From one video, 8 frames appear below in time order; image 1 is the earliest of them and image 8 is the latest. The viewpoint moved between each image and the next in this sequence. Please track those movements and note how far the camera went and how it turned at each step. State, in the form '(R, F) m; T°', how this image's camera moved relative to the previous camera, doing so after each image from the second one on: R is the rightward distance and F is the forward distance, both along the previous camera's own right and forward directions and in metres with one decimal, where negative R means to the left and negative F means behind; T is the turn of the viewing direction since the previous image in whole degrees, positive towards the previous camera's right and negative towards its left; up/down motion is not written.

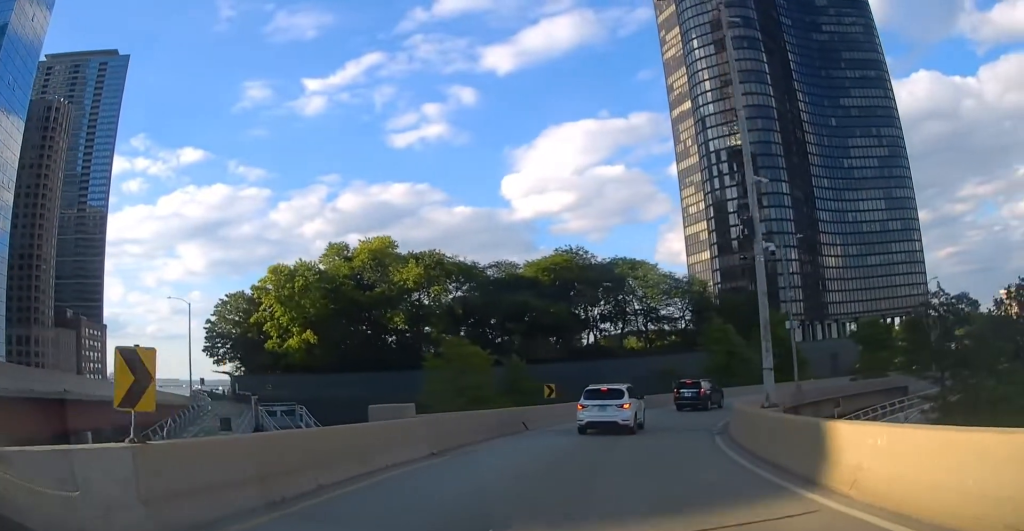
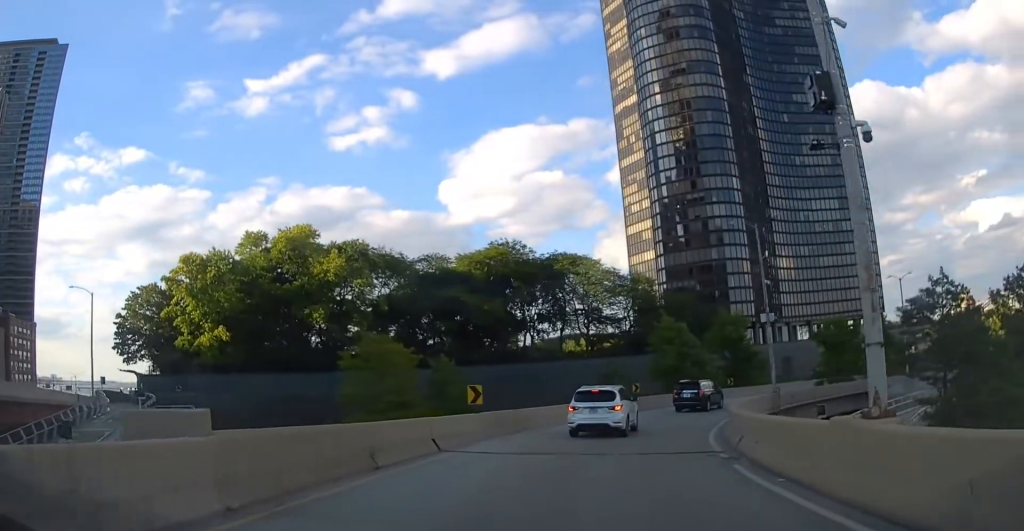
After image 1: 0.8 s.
(+0.4, +8.4) m; +5°
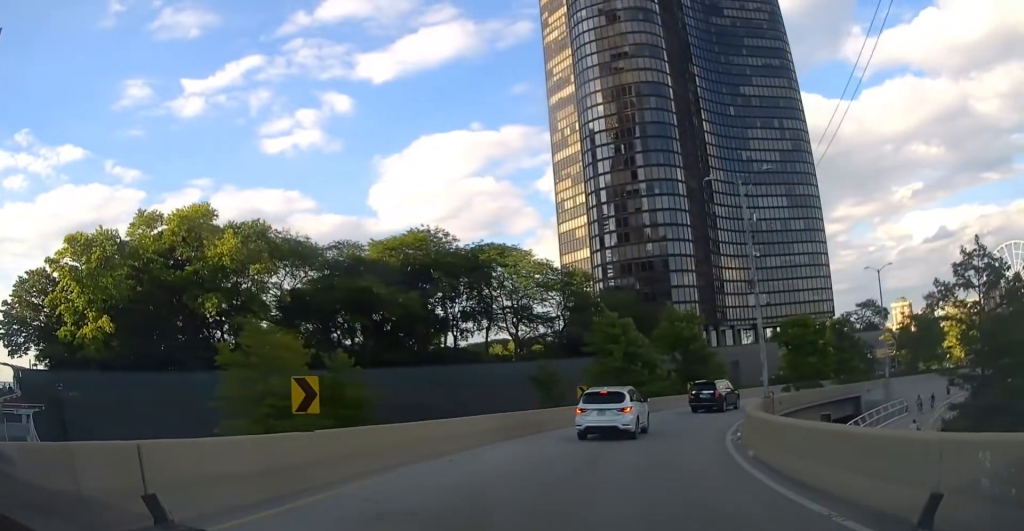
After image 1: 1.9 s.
(+0.6, +10.6) m; +8°
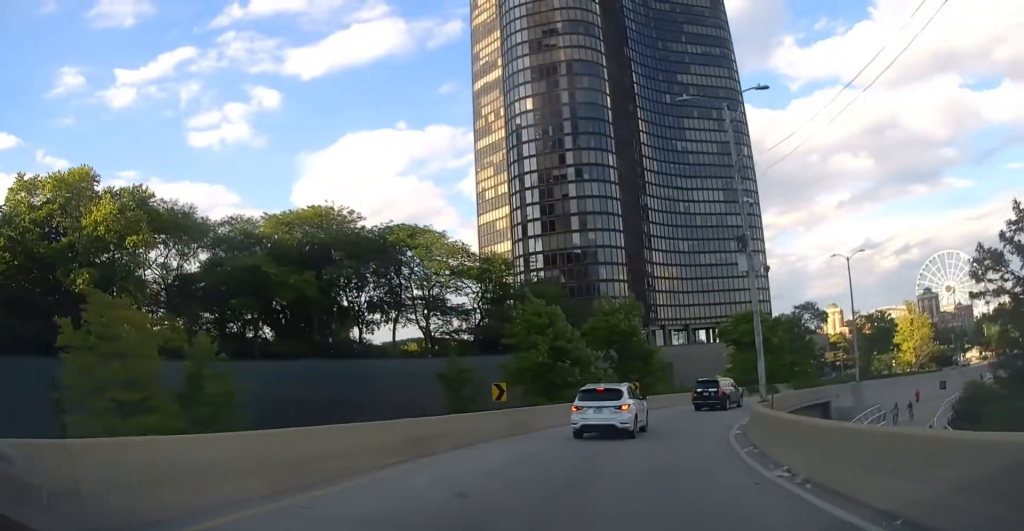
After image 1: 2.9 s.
(+0.7, +9.5) m; +7°
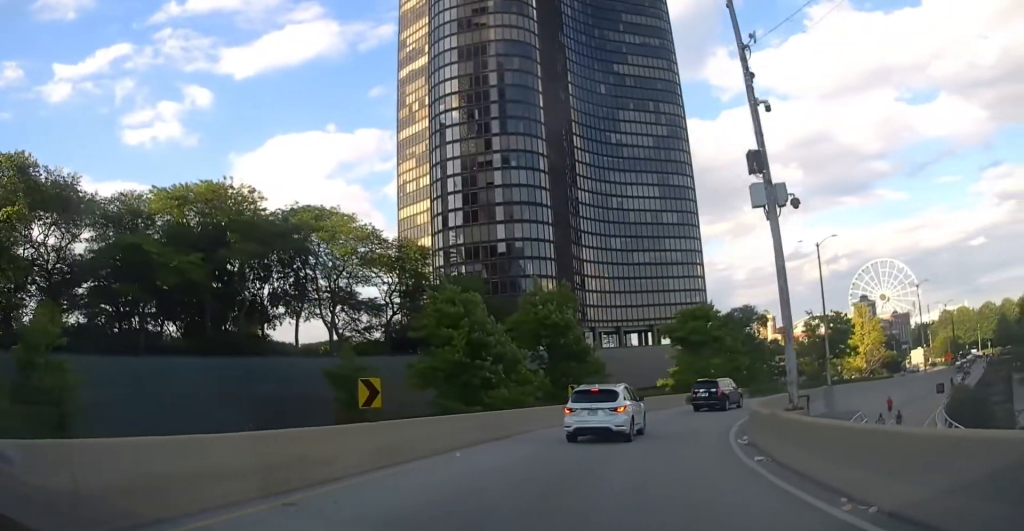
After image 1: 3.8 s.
(+0.4, +8.4) m; +5°
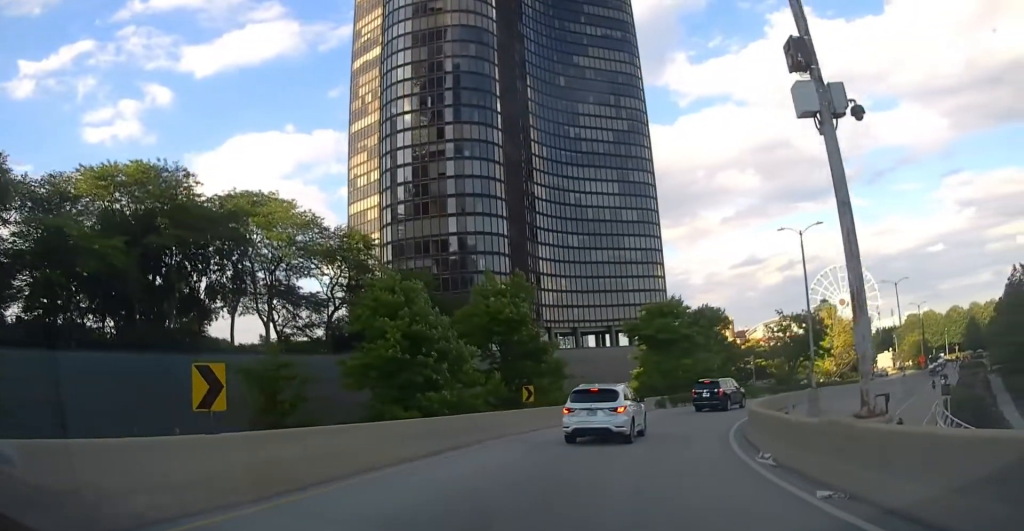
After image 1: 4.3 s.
(0.0, +5.2) m; +2°
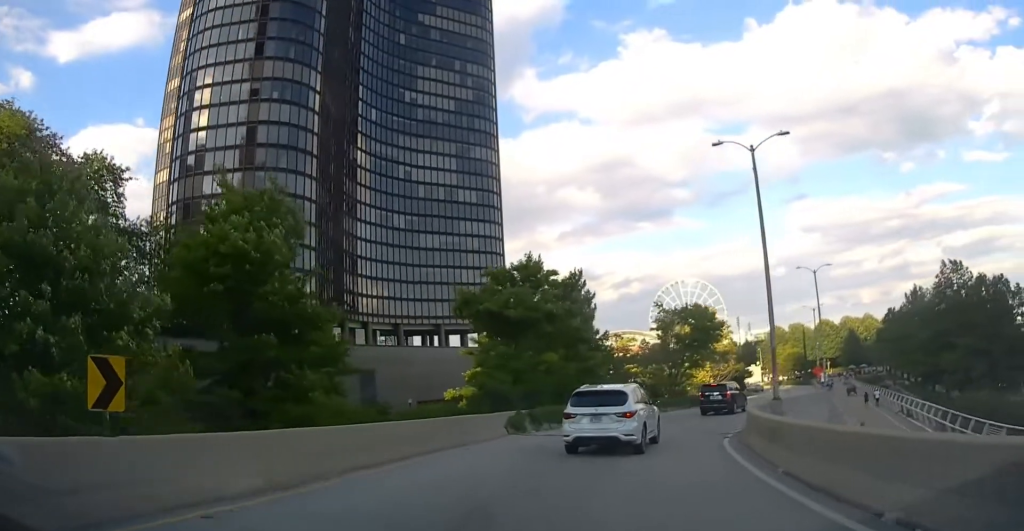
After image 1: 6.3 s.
(+2.3, +18.6) m; +17°
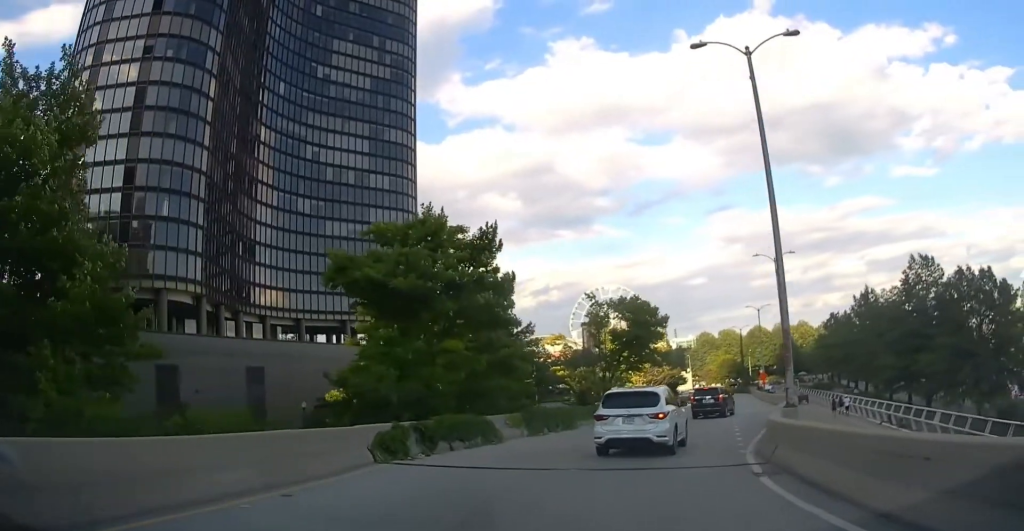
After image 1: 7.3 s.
(+1.0, +9.4) m; +9°
